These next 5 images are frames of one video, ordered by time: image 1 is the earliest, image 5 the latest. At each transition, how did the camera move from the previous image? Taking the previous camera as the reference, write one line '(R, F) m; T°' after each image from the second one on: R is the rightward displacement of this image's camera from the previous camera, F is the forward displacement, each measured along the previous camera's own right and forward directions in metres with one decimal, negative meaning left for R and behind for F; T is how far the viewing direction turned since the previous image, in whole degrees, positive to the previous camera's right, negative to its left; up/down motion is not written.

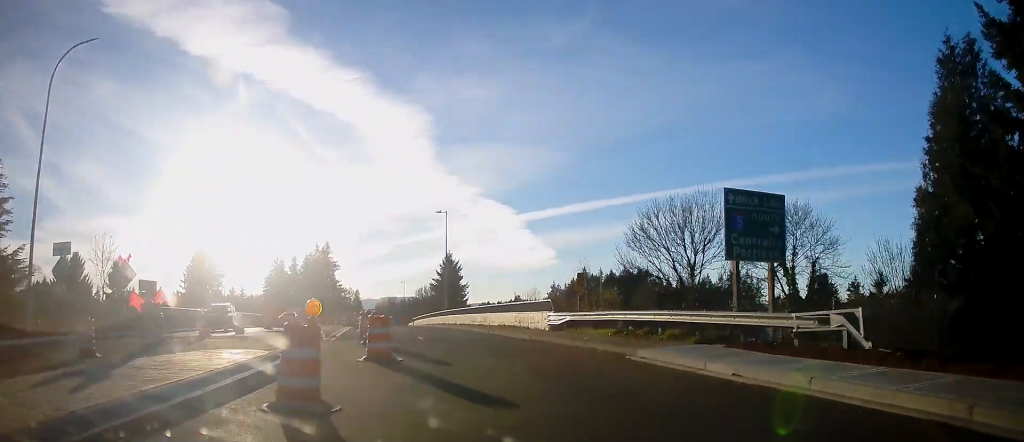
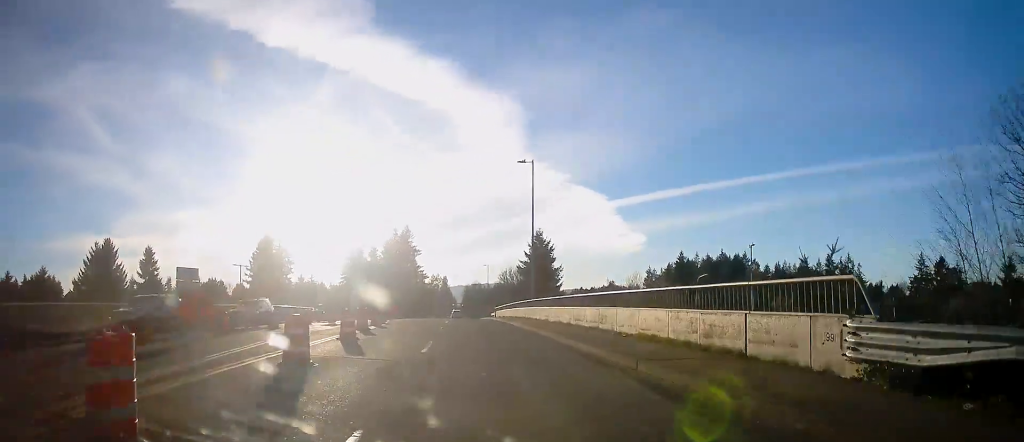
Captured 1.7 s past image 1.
(-1.6, +19.3) m; -11°
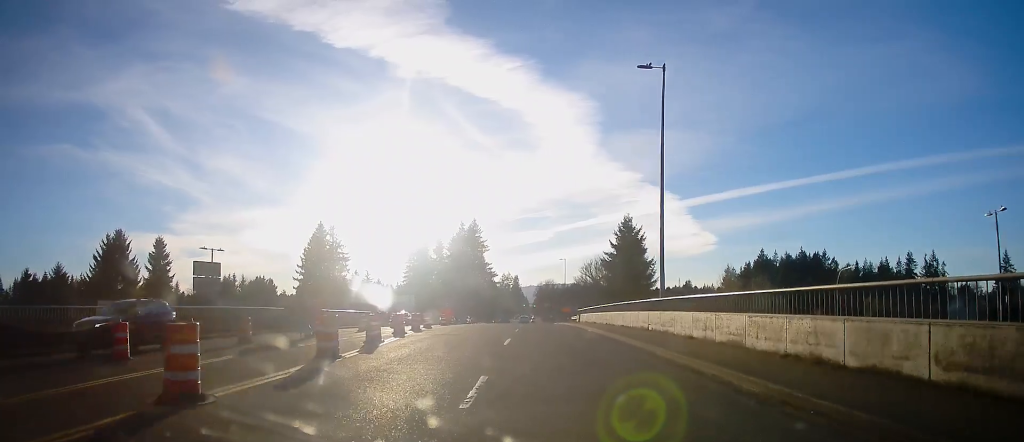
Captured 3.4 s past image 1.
(-0.9, +20.4) m; -5°
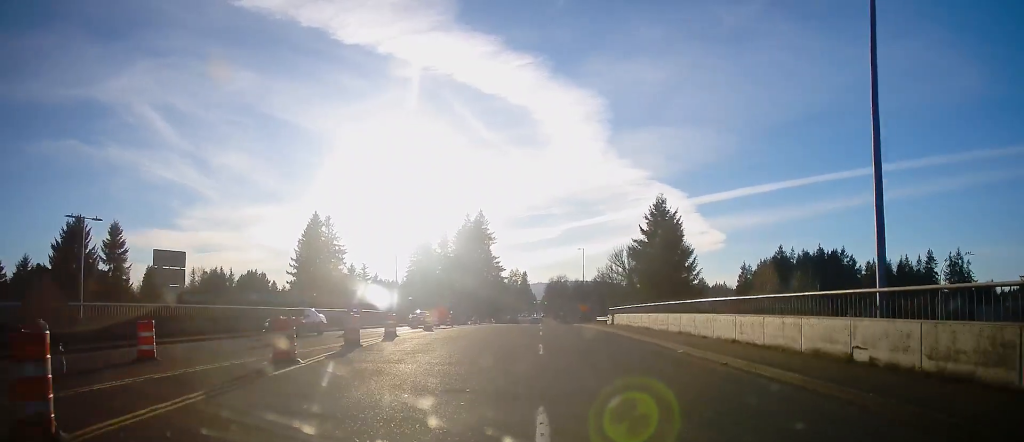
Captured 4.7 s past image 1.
(-0.5, +16.0) m; 0°
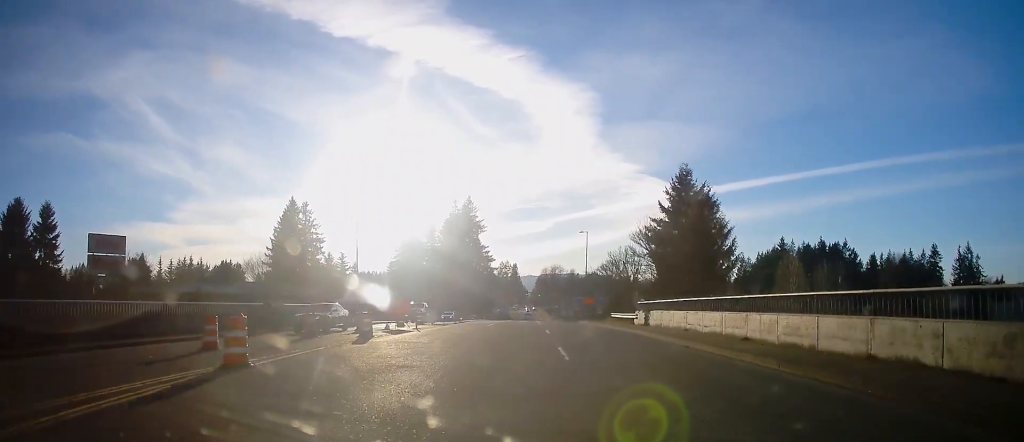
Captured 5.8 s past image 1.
(+0.3, +14.9) m; 0°
